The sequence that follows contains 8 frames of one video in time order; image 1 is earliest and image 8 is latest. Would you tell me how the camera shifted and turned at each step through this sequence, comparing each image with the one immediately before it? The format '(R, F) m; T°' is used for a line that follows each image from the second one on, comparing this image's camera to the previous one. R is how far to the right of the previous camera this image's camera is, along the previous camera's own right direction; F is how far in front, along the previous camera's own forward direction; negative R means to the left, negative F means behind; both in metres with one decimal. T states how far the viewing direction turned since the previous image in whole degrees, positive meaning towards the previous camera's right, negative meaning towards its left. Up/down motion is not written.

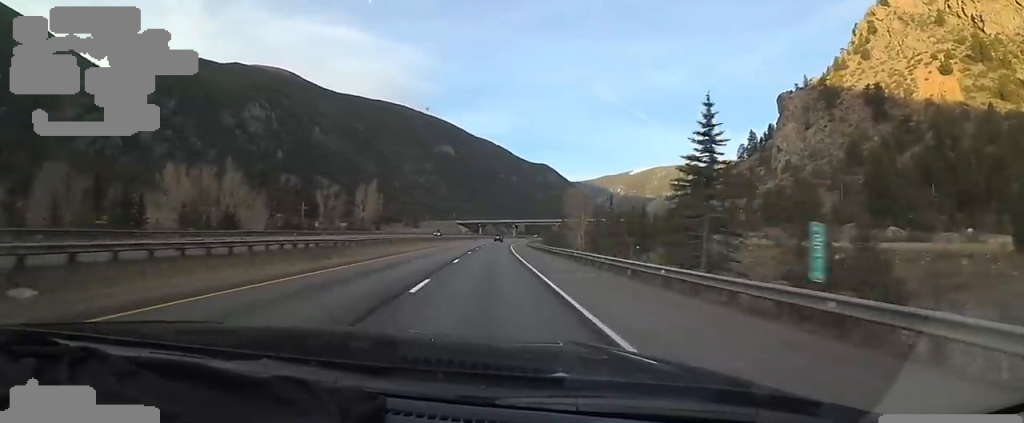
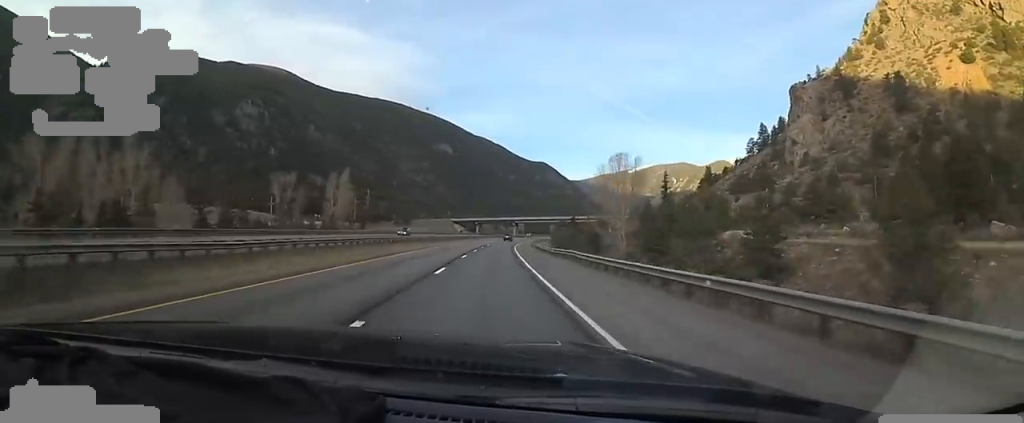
(+0.1, +19.0) m; 0°
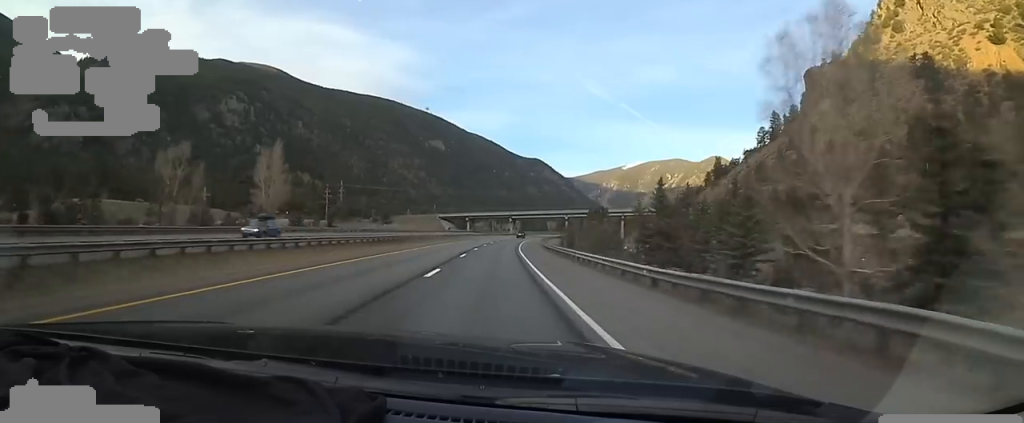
(-0.1, +26.3) m; 0°
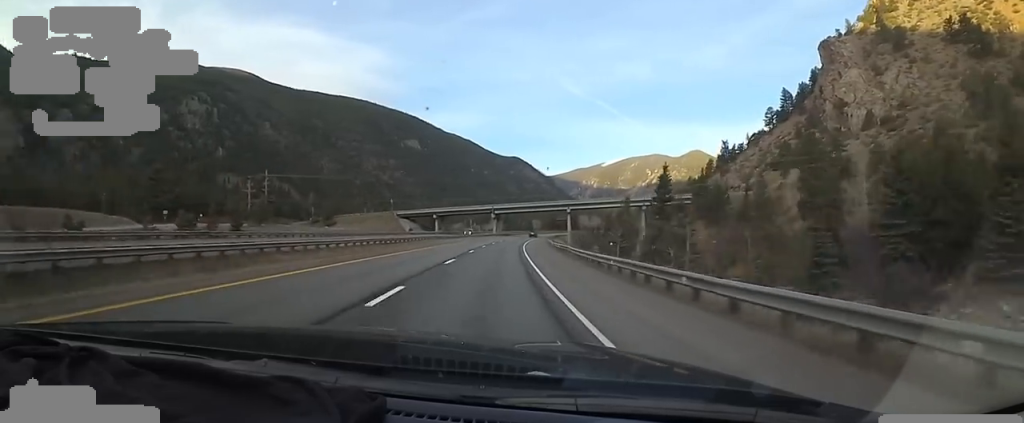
(+0.1, +42.2) m; 0°
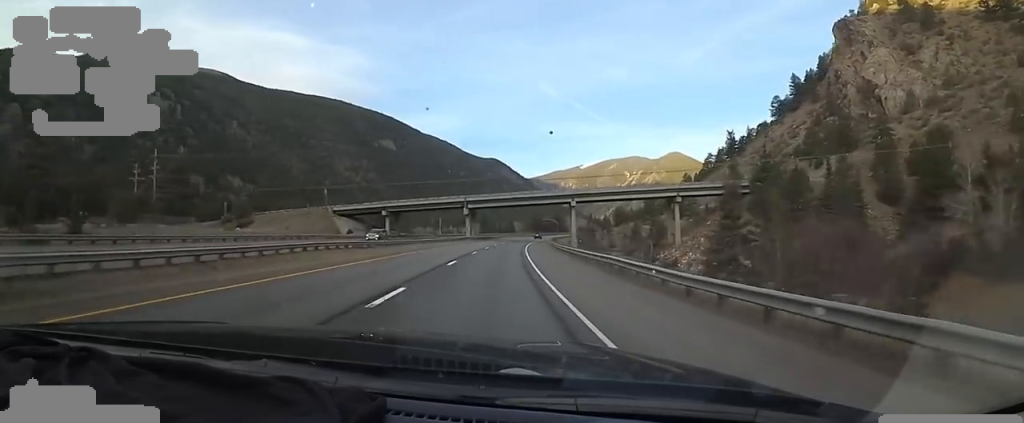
(+0.5, +35.4) m; +4°
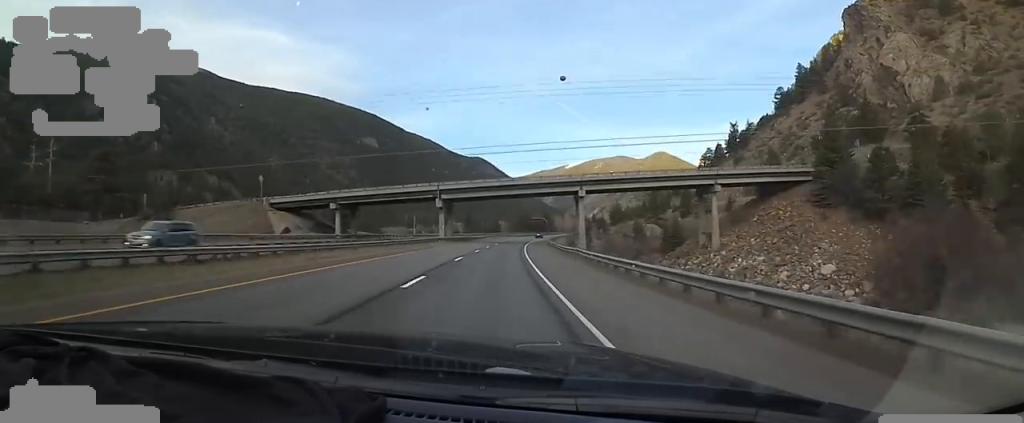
(+1.0, +20.7) m; +2°
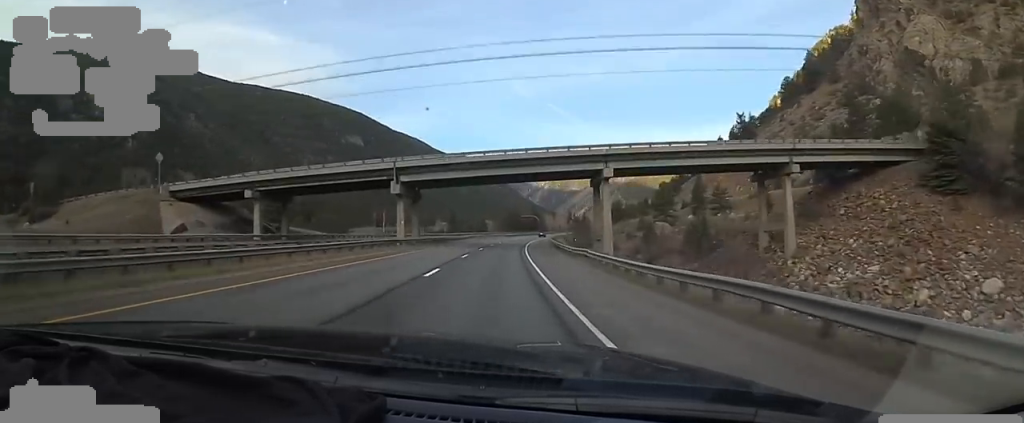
(+0.2, +20.6) m; +1°
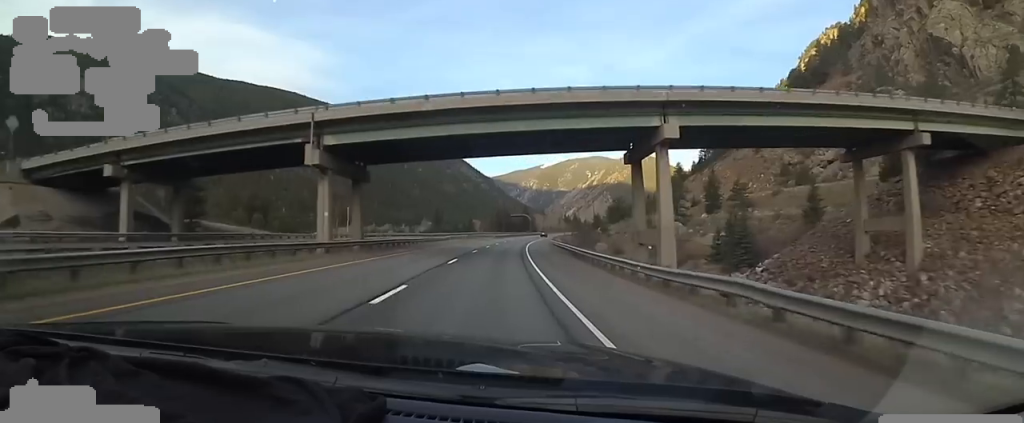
(0.0, +18.6) m; +1°
